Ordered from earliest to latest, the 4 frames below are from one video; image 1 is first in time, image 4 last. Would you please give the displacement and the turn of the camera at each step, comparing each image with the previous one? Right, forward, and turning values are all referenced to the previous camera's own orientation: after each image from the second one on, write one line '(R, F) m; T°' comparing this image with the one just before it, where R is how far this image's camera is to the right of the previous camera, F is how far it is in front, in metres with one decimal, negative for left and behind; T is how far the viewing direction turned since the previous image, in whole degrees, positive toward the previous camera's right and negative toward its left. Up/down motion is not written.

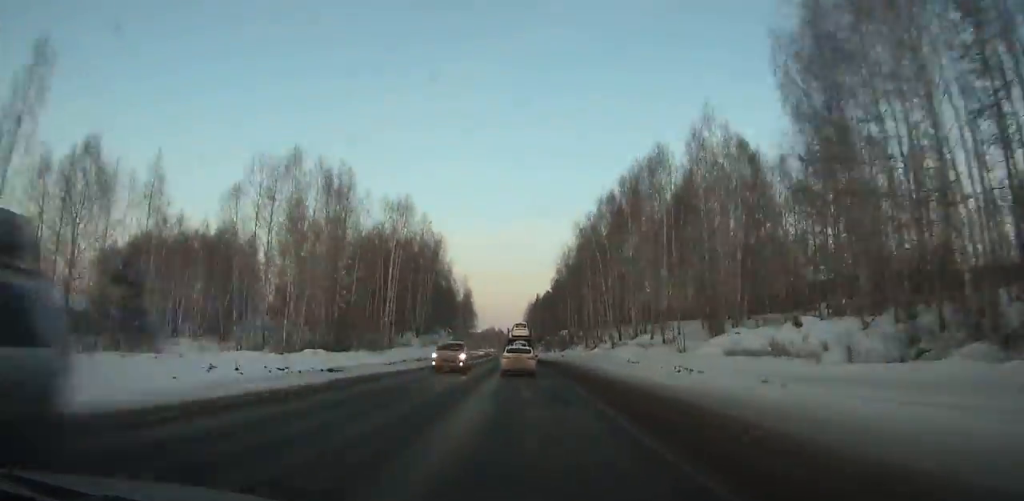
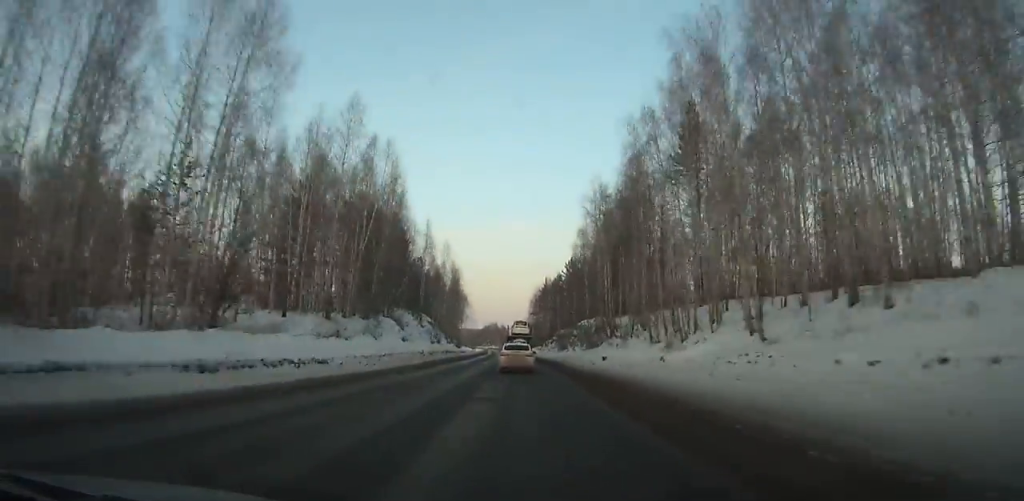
(0.0, +35.0) m; 0°
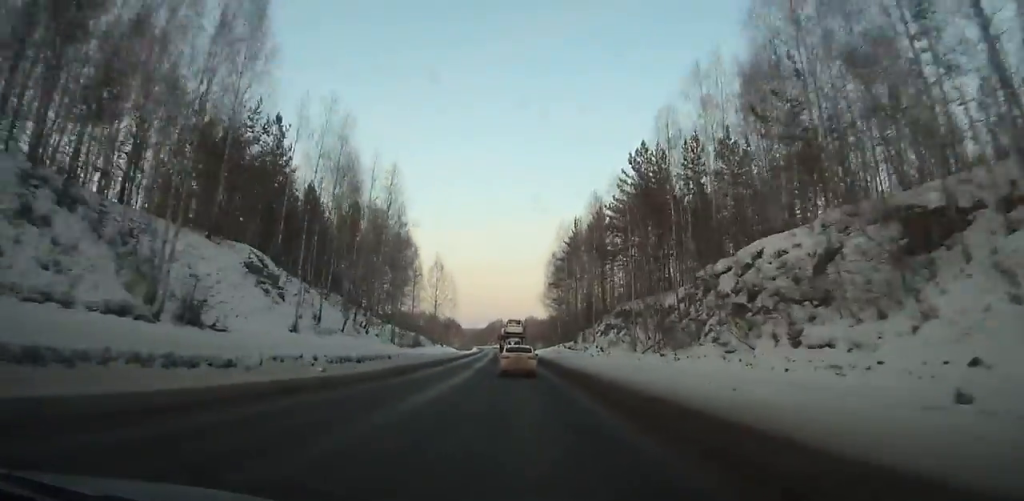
(-0.5, +66.8) m; -1°
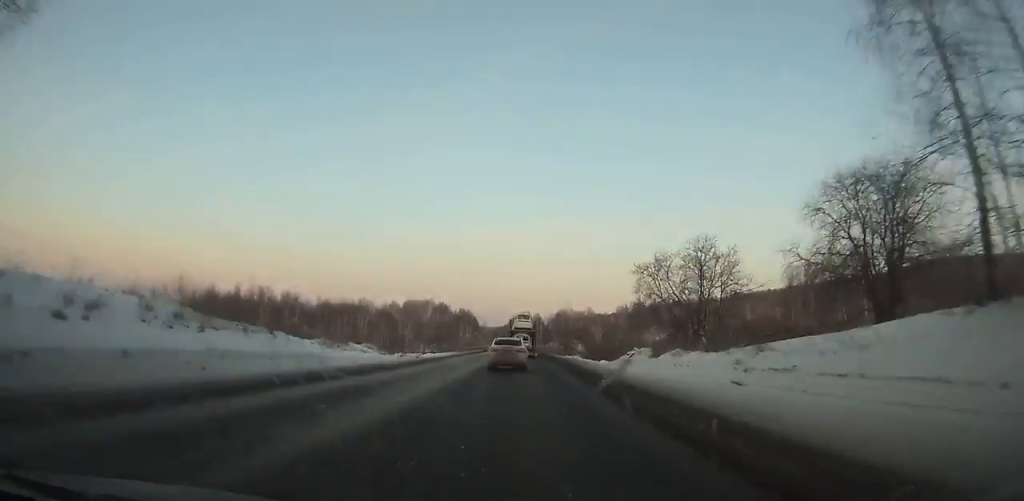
(-1.8, +98.7) m; -2°
